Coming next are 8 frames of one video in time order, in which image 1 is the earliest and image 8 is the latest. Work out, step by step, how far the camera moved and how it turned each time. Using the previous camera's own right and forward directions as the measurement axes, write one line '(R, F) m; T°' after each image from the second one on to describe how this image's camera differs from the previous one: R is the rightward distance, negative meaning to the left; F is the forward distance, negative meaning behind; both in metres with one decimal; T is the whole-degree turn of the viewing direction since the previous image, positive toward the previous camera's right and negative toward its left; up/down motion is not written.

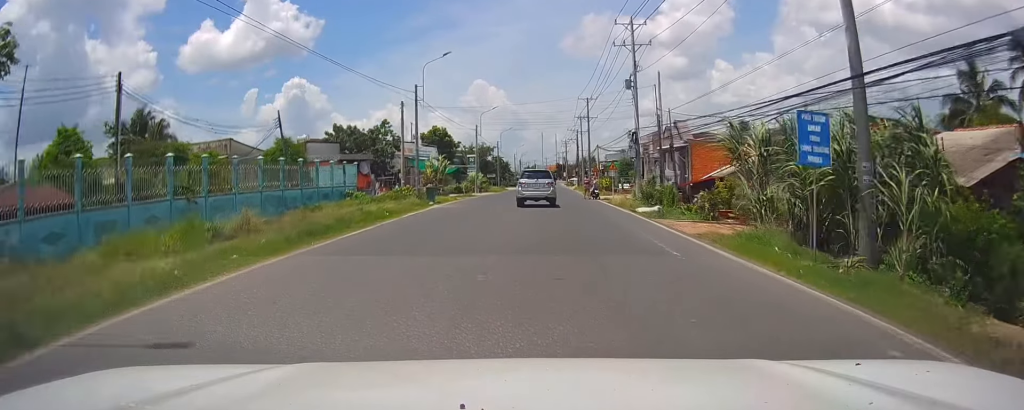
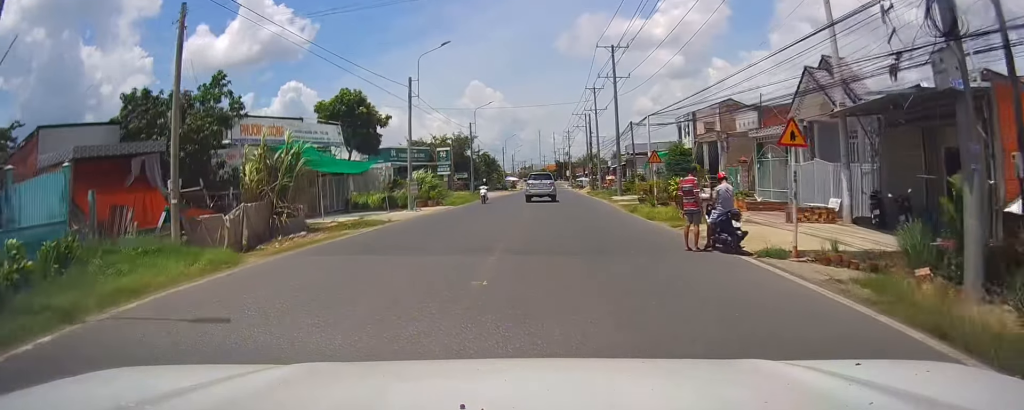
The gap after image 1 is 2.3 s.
(-0.3, +33.4) m; 0°
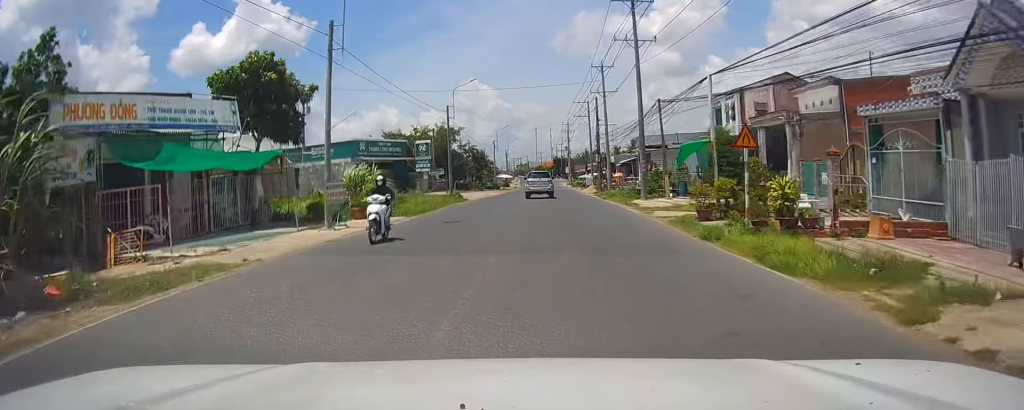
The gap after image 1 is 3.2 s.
(+0.4, +13.1) m; +3°
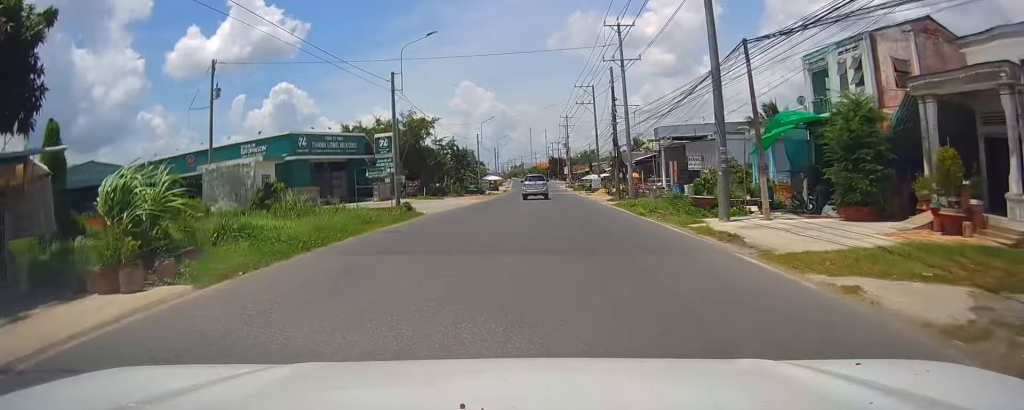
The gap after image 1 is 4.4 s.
(+0.2, +16.6) m; -1°
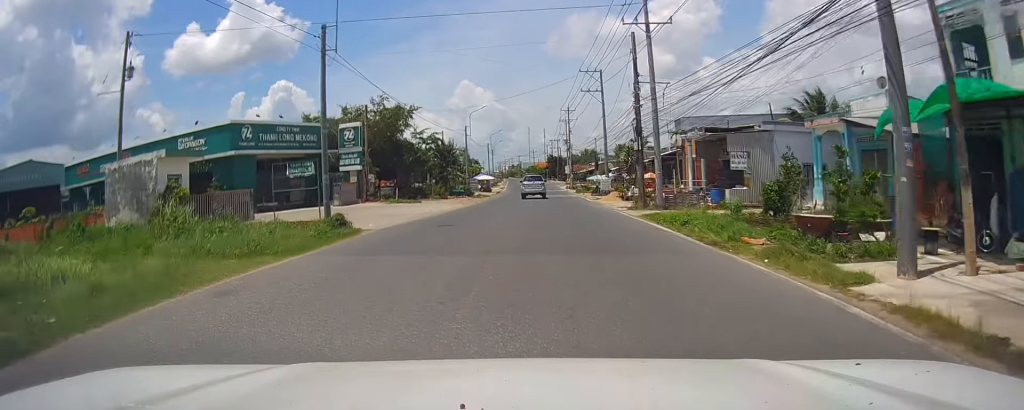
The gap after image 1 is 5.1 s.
(-0.1, +10.5) m; -2°
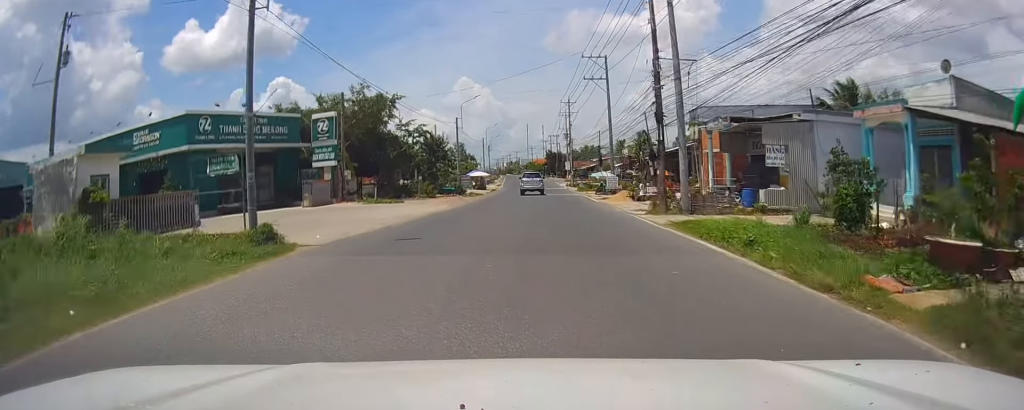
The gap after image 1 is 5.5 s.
(-0.2, +5.8) m; 0°
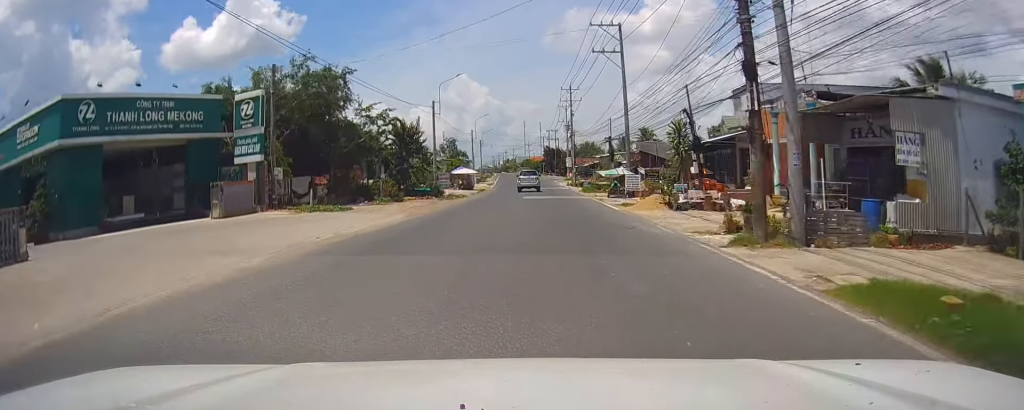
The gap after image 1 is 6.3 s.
(-0.2, +11.7) m; +1°
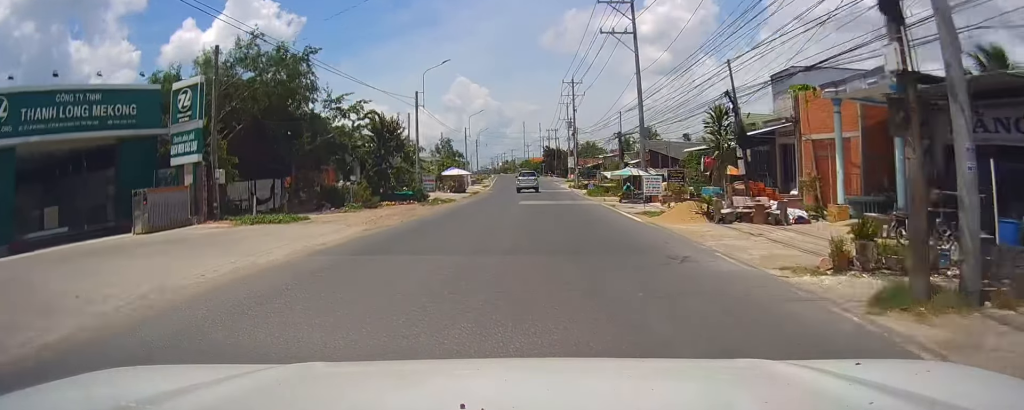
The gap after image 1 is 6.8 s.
(+0.2, +6.2) m; +1°
